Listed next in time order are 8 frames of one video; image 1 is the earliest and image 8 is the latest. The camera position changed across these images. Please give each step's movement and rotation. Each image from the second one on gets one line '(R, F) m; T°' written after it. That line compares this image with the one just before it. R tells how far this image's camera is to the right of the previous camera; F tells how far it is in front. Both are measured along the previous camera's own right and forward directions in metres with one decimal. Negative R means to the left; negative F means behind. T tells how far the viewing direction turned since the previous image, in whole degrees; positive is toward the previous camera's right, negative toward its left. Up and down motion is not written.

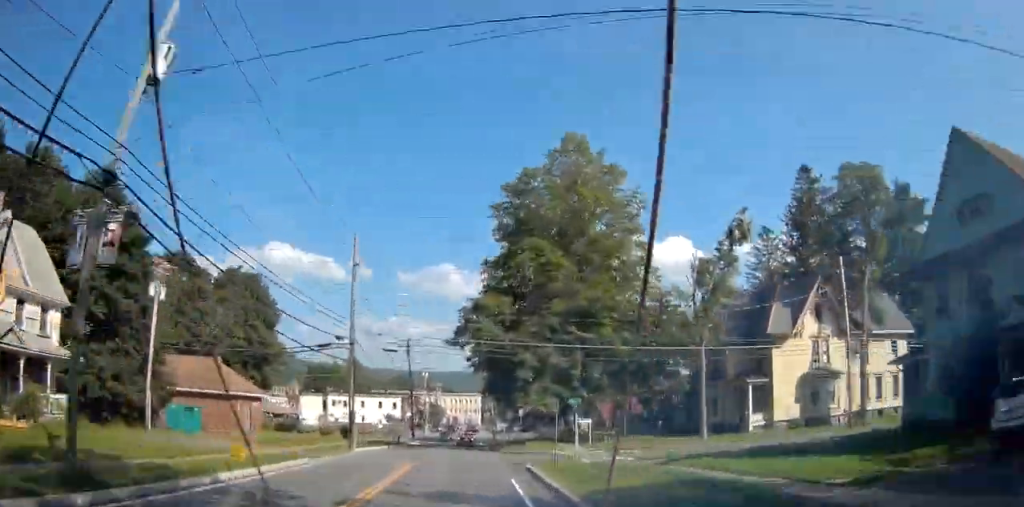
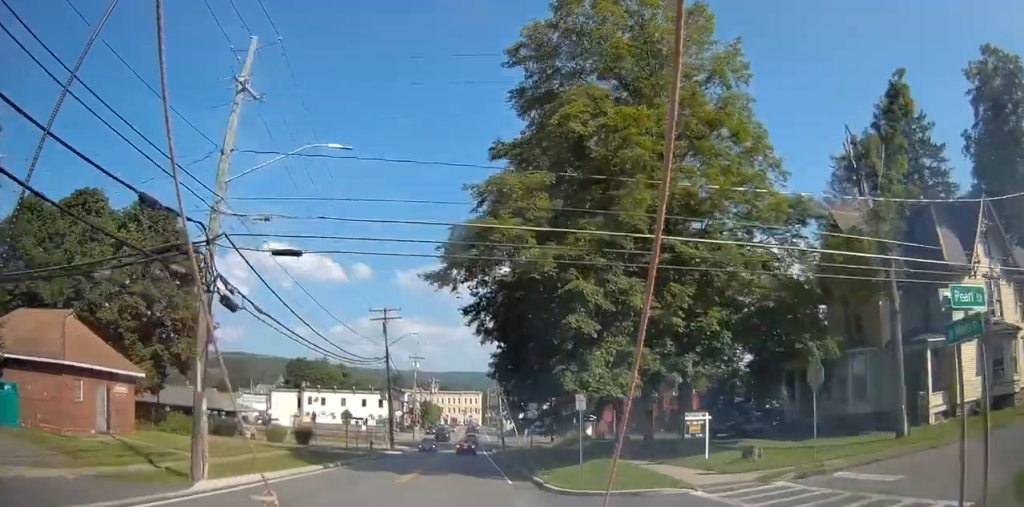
(-0.8, +19.3) m; 0°
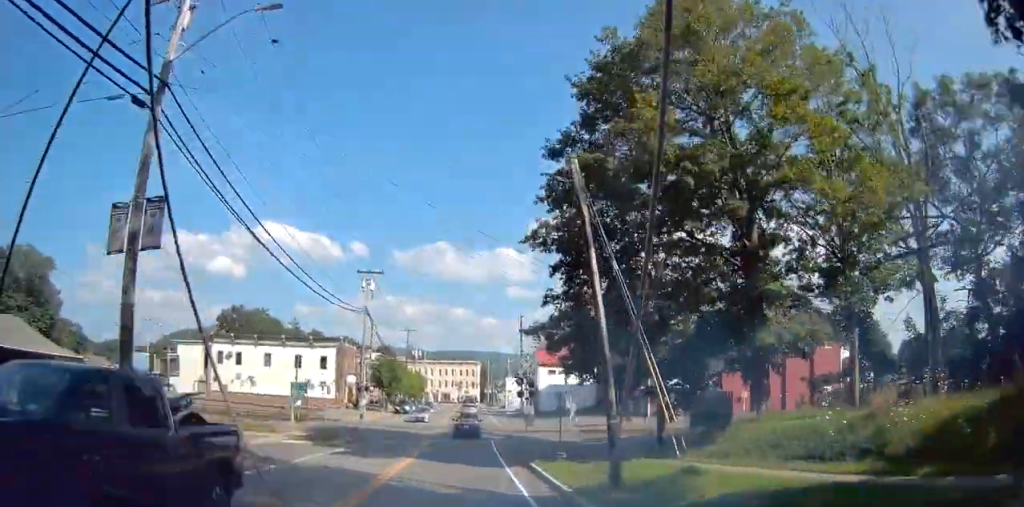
(+4.4, +35.9) m; +16°
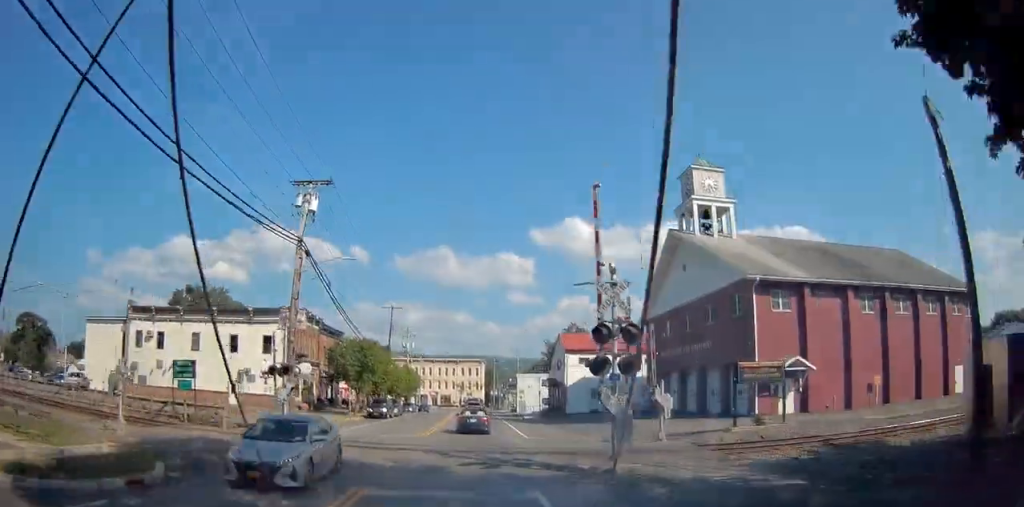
(-0.6, +20.7) m; -6°
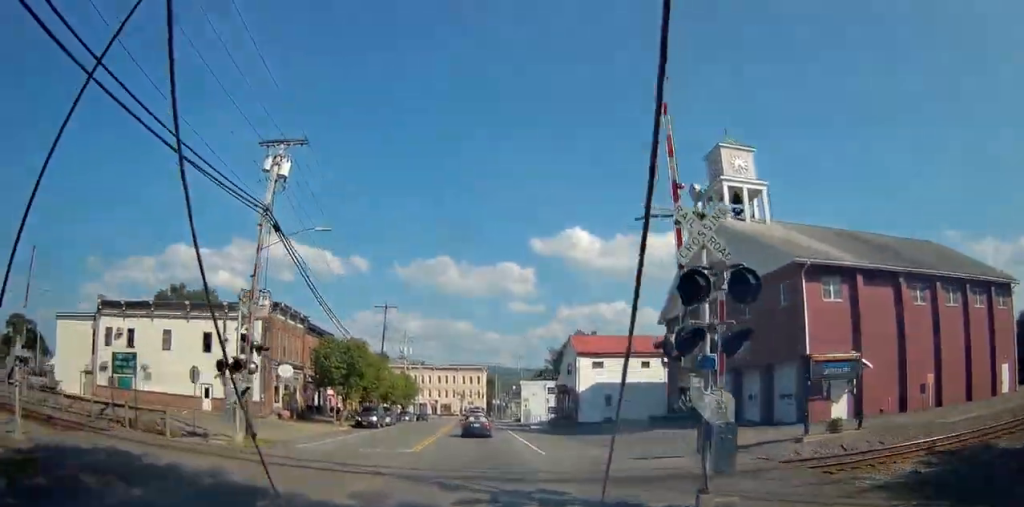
(-0.6, +9.5) m; -3°
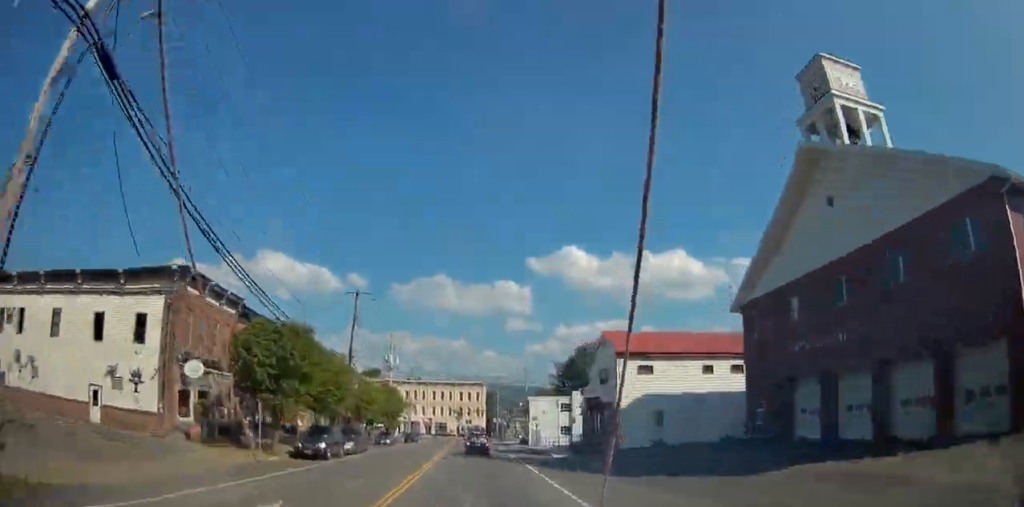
(-0.4, +22.7) m; -1°
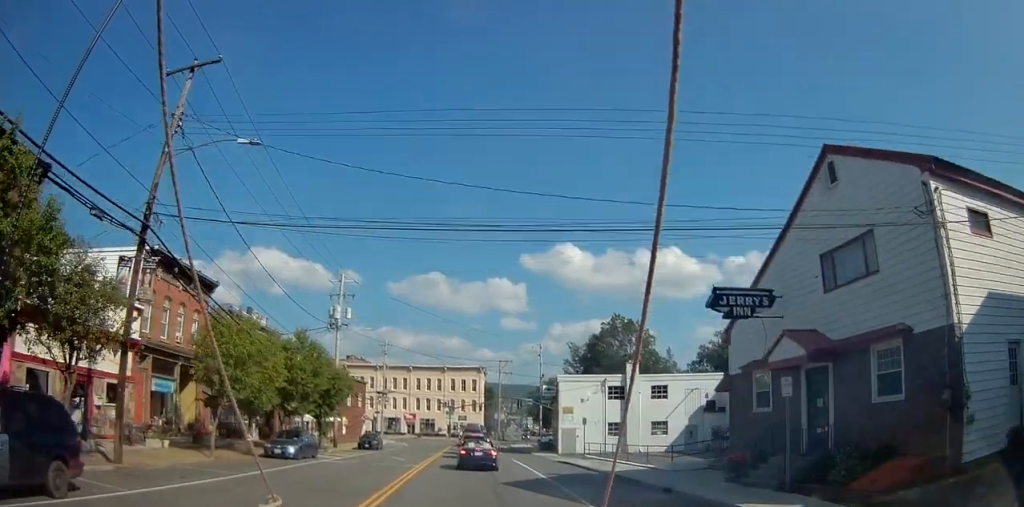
(0.0, +21.2) m; 0°
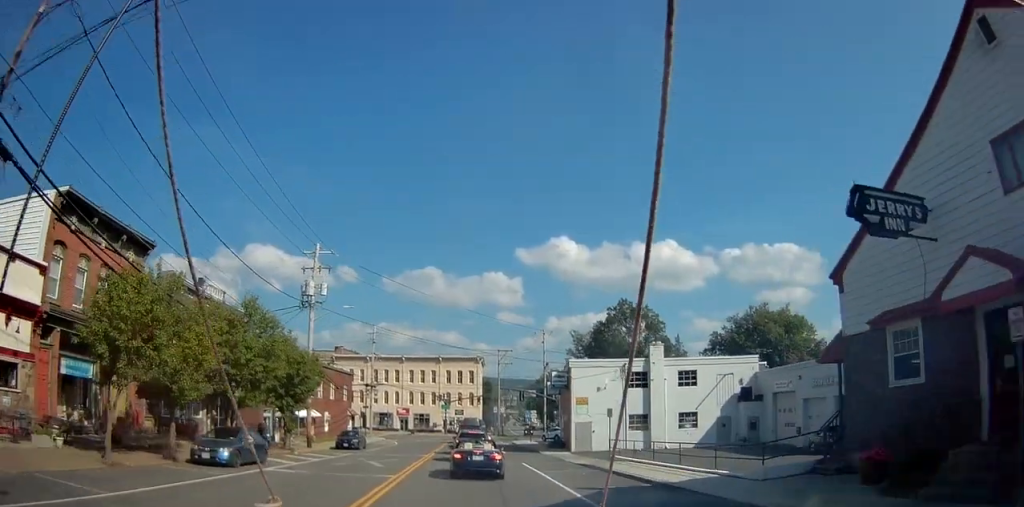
(0.0, +5.1) m; 0°
